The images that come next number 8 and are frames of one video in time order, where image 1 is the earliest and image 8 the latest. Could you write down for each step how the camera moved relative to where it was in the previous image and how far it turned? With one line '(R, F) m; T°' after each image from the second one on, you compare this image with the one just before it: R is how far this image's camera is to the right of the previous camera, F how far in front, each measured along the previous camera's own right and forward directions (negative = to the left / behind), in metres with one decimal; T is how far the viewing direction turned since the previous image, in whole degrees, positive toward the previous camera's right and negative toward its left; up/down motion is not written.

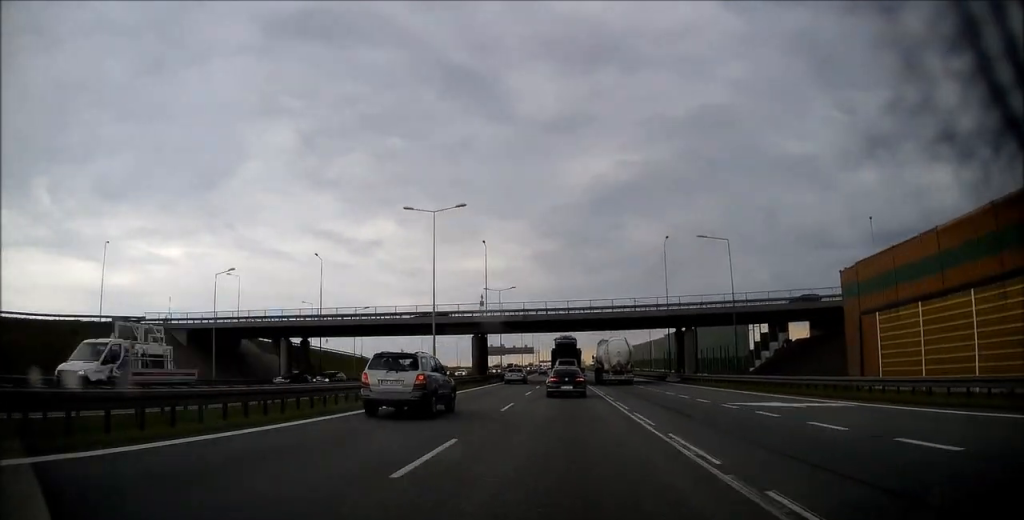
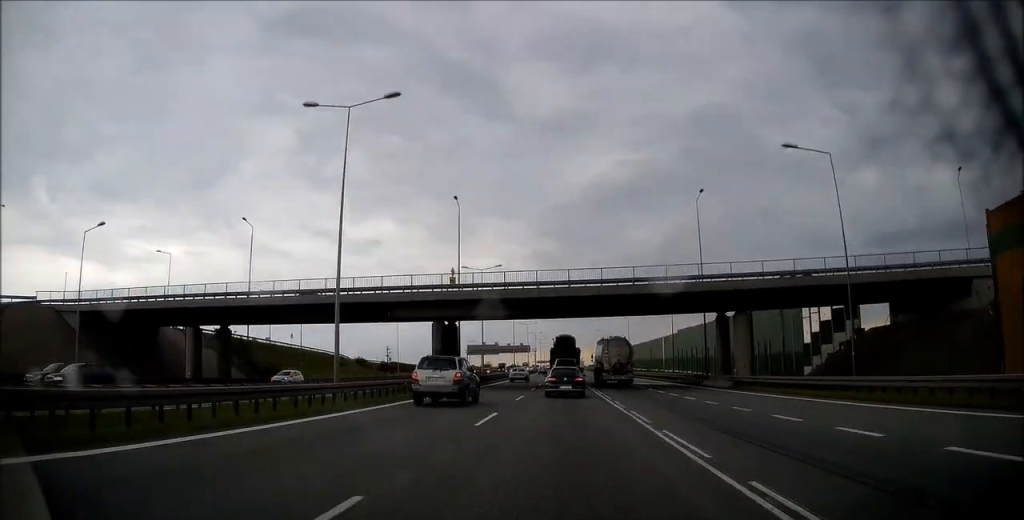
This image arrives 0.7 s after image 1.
(0.0, +17.5) m; 0°
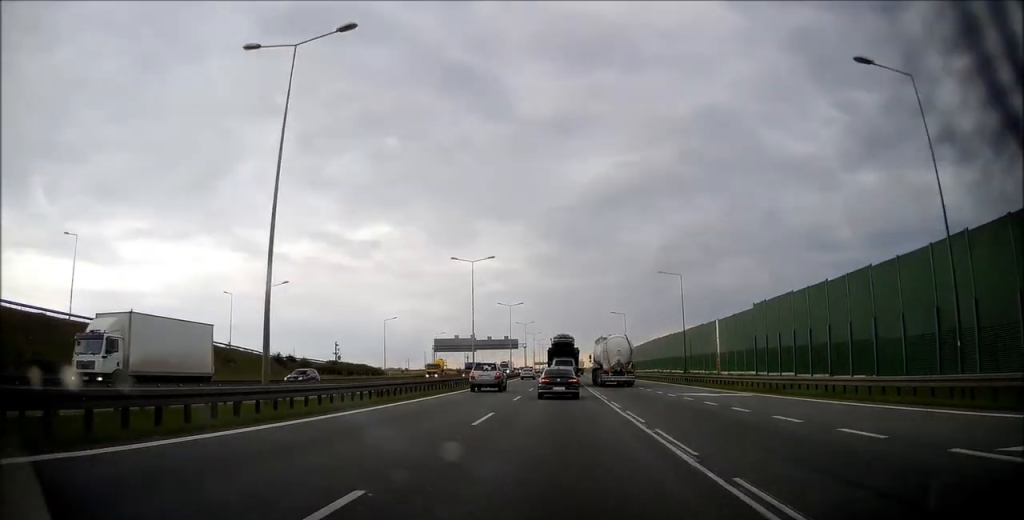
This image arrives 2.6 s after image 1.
(0.0, +48.6) m; 0°
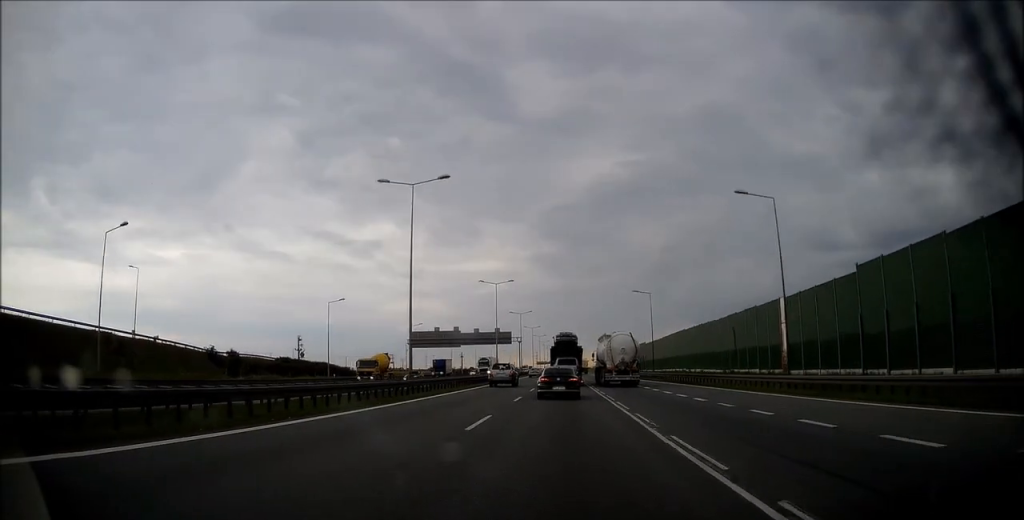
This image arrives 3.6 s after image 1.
(0.0, +25.4) m; +1°
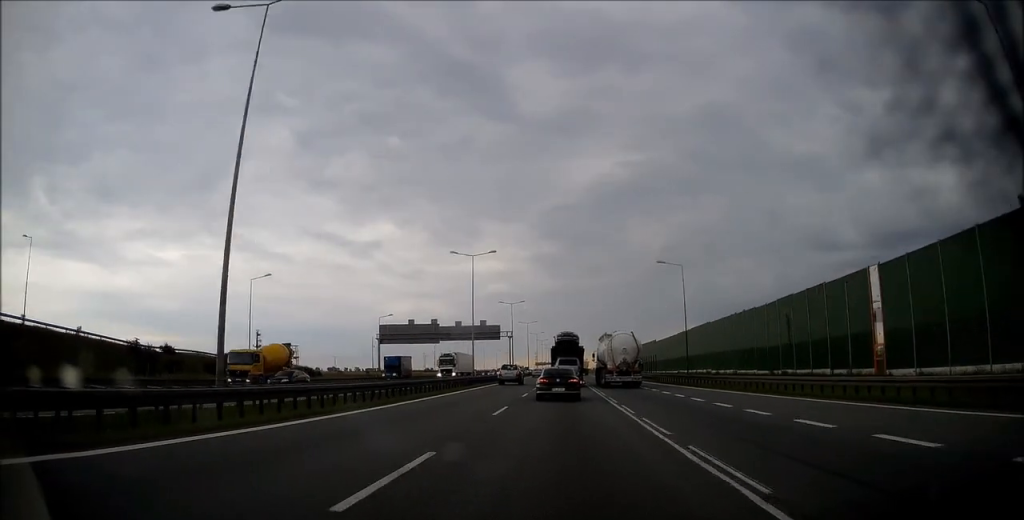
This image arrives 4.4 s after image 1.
(+0.3, +19.5) m; 0°
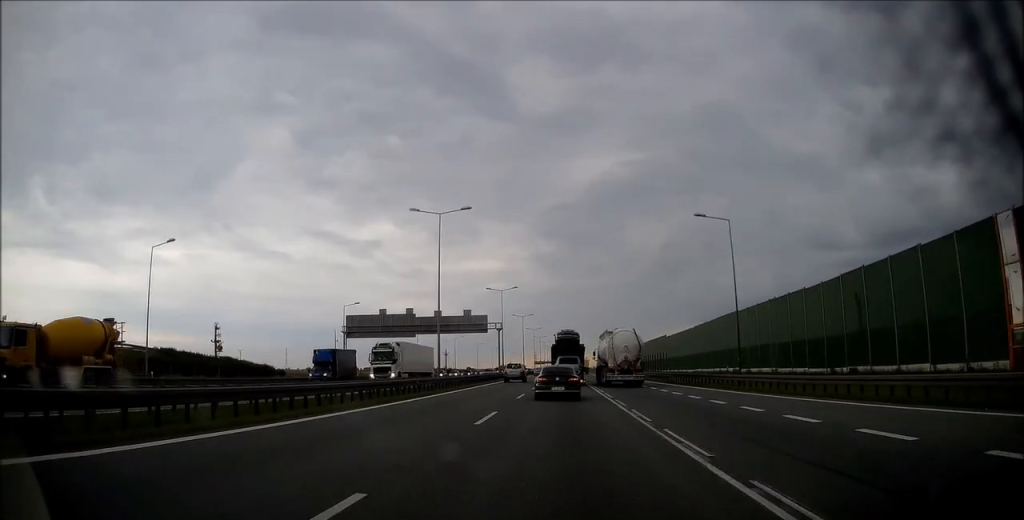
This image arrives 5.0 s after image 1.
(-0.1, +15.3) m; 0°
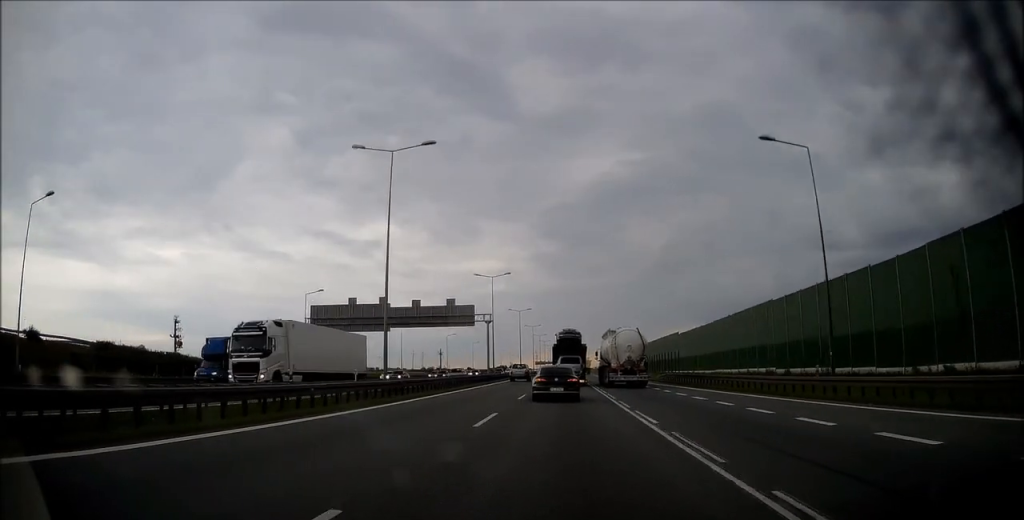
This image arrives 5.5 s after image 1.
(-0.1, +12.8) m; -1°
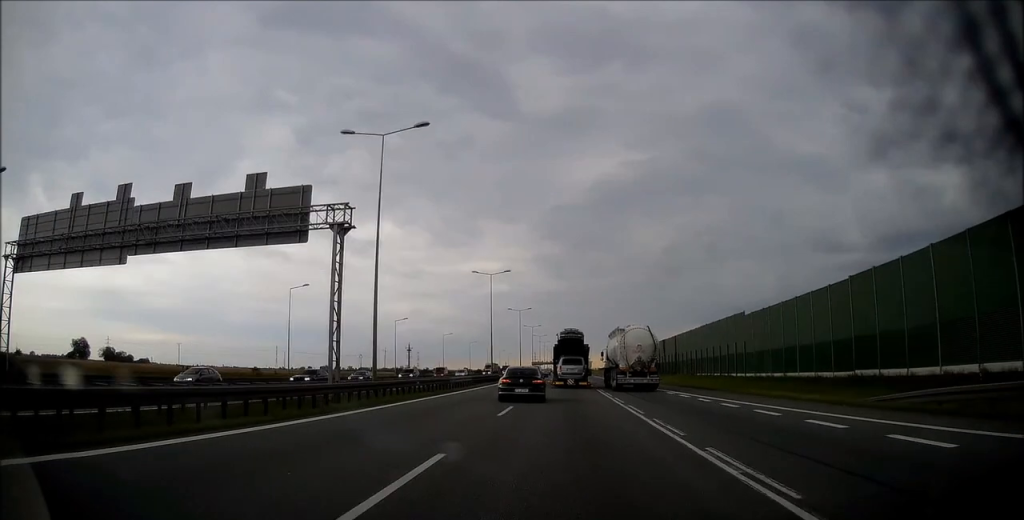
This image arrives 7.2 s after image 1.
(-0.1, +43.9) m; 0°
